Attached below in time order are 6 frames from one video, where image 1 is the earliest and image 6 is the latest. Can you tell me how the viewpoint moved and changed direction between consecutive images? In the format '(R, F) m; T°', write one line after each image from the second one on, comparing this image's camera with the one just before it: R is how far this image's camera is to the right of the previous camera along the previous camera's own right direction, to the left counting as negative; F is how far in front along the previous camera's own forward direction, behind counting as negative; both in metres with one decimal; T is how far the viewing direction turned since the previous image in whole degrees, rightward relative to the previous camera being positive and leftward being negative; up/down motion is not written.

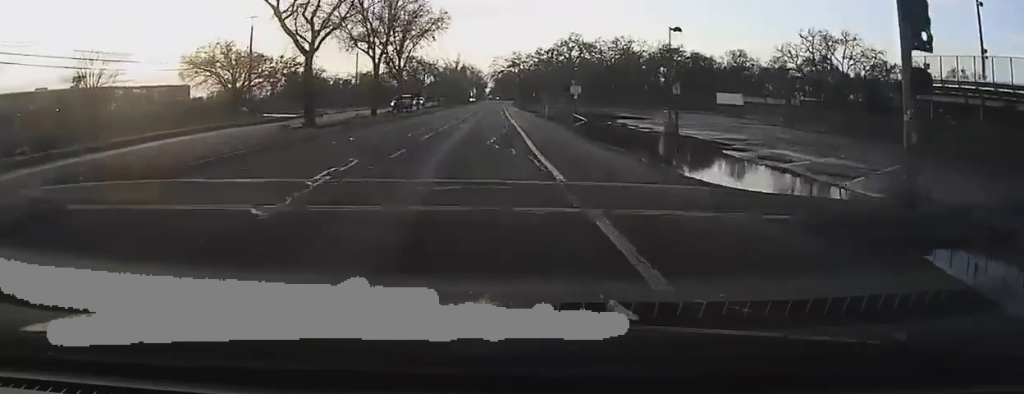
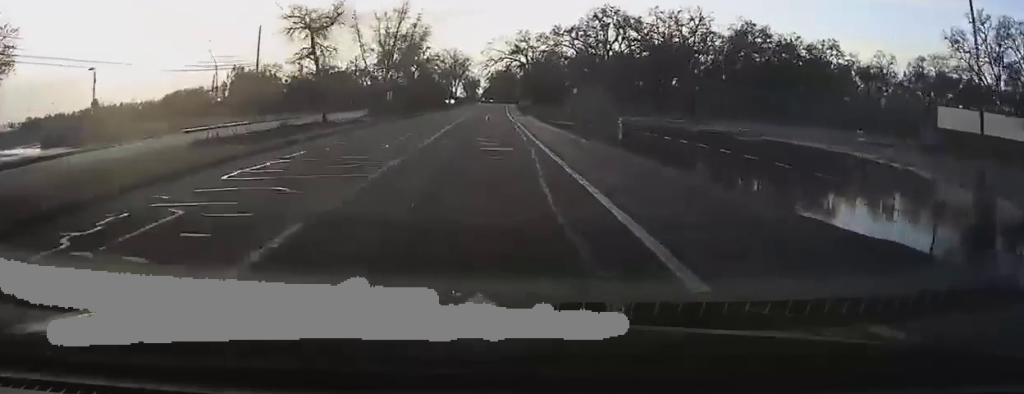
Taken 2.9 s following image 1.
(+0.9, +59.2) m; +2°
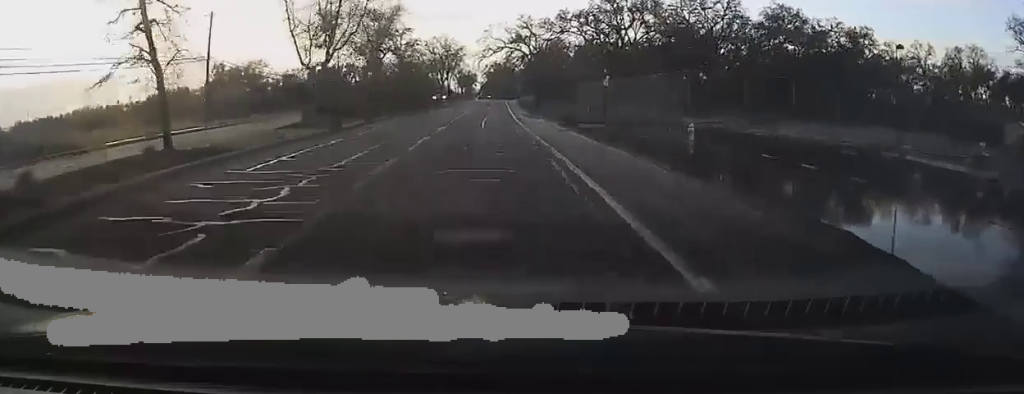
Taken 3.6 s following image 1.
(-0.2, +14.7) m; -1°
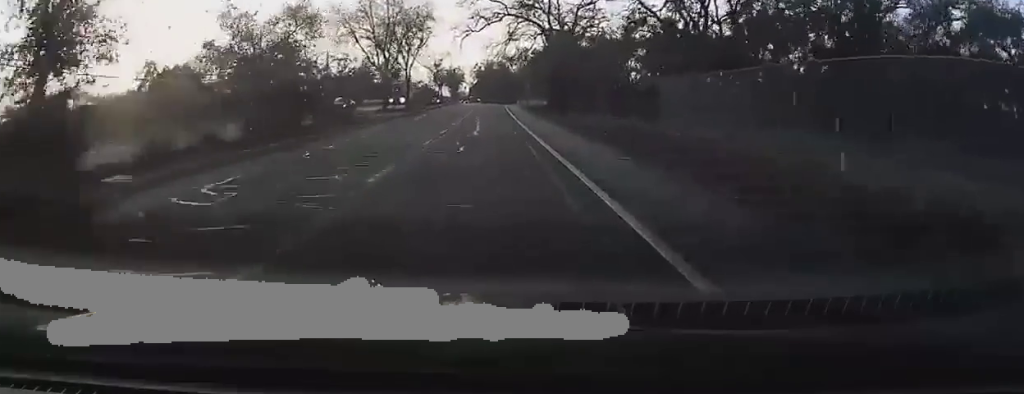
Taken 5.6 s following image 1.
(+0.1, +43.1) m; +1°
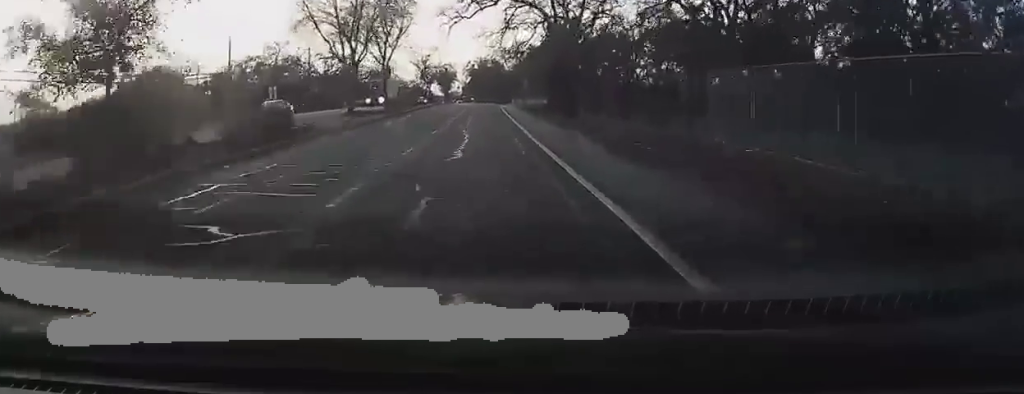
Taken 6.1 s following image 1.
(+0.2, +9.5) m; 0°
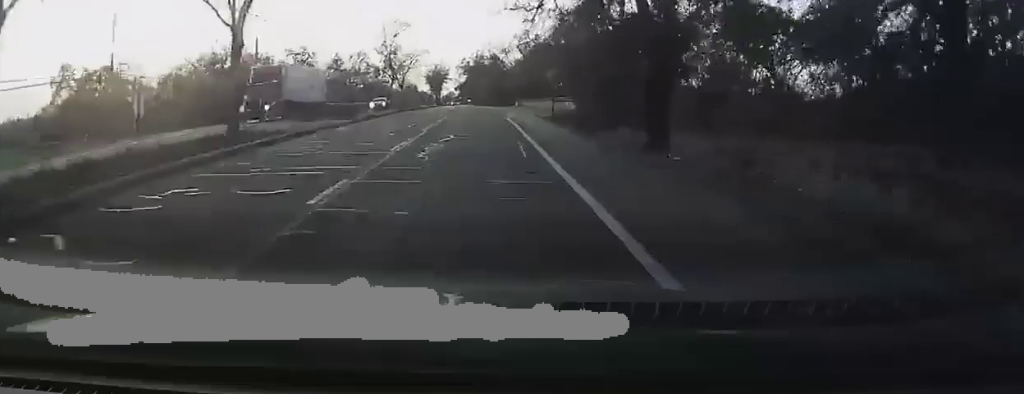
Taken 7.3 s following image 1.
(-0.1, +28.3) m; +2°
